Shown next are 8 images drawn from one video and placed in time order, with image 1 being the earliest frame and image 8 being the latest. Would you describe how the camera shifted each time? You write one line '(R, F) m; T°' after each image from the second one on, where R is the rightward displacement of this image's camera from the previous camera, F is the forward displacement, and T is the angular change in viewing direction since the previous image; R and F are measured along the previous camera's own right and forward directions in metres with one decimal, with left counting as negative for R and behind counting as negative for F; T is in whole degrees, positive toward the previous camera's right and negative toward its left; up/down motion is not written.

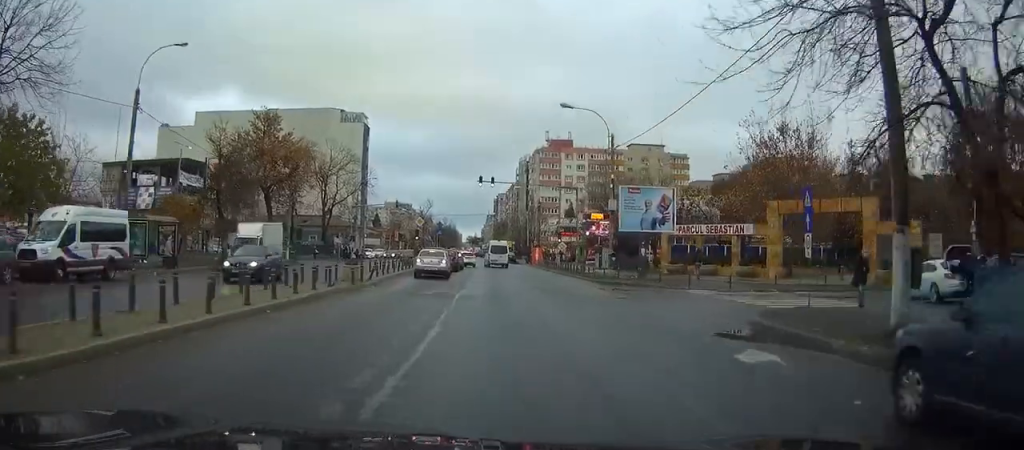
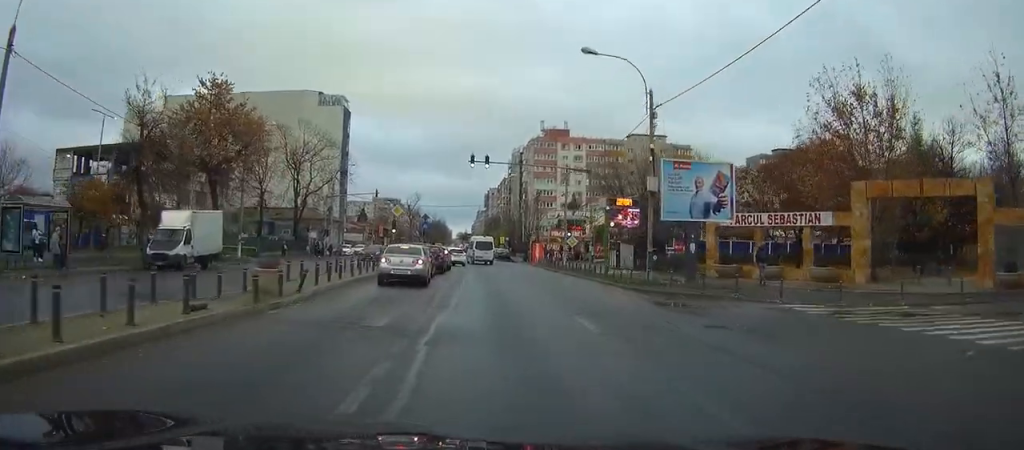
(-0.1, +11.3) m; 0°
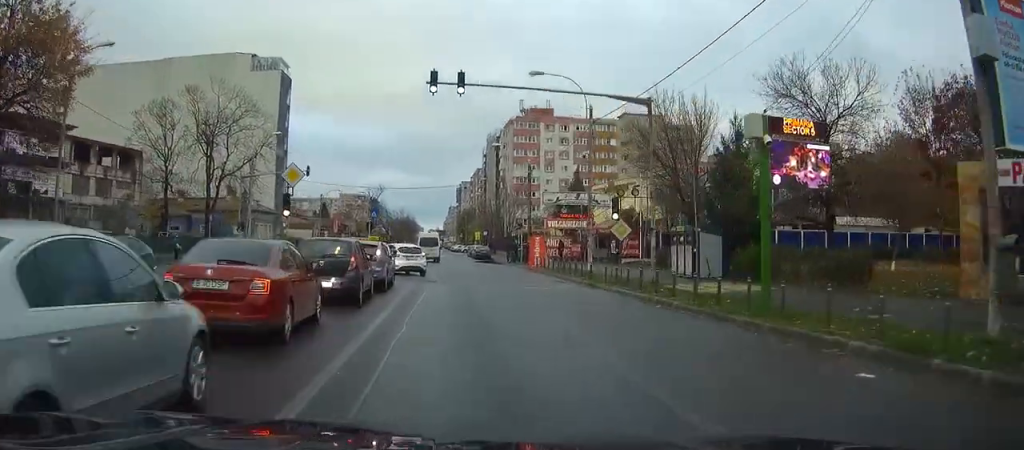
(+0.3, +23.5) m; +1°
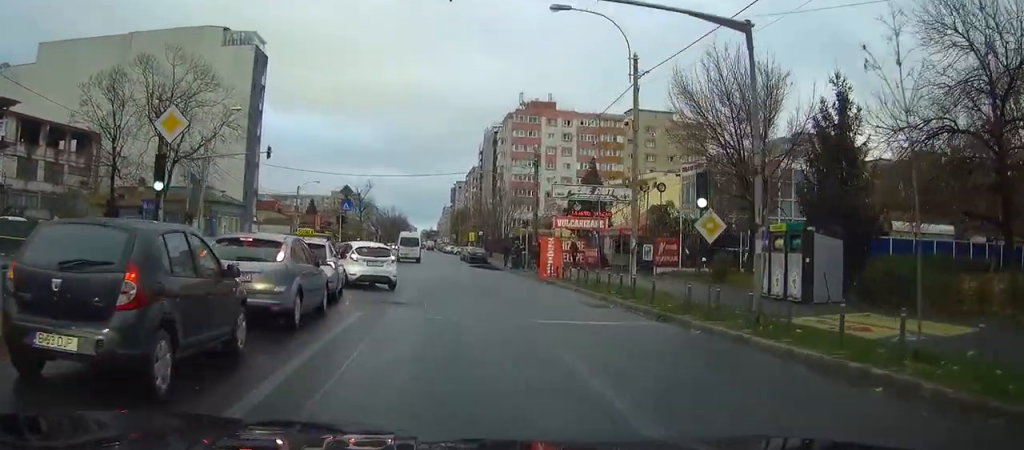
(+0.1, +11.5) m; 0°
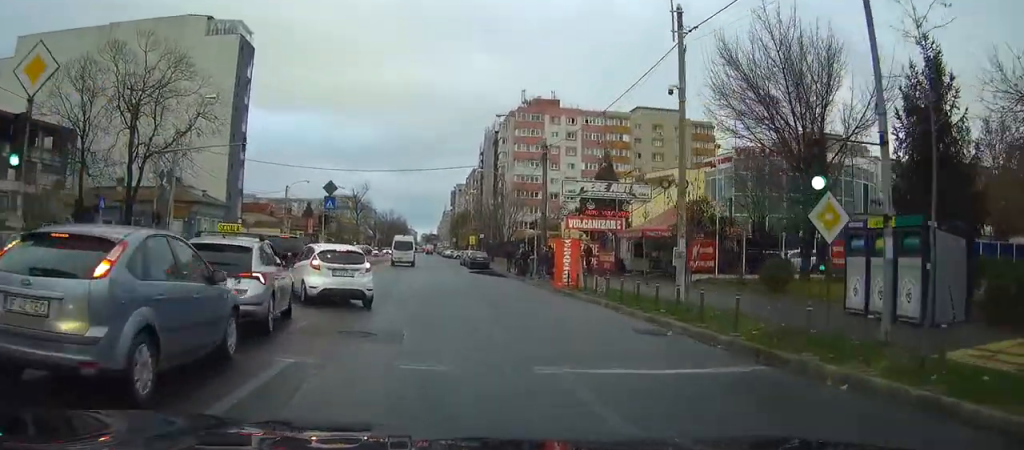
(0.0, +6.1) m; -1°
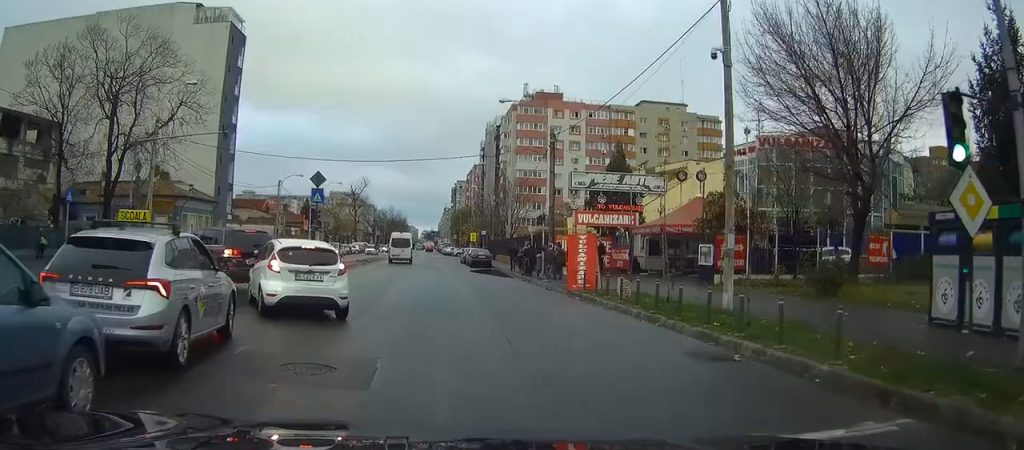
(0.0, +4.0) m; -1°
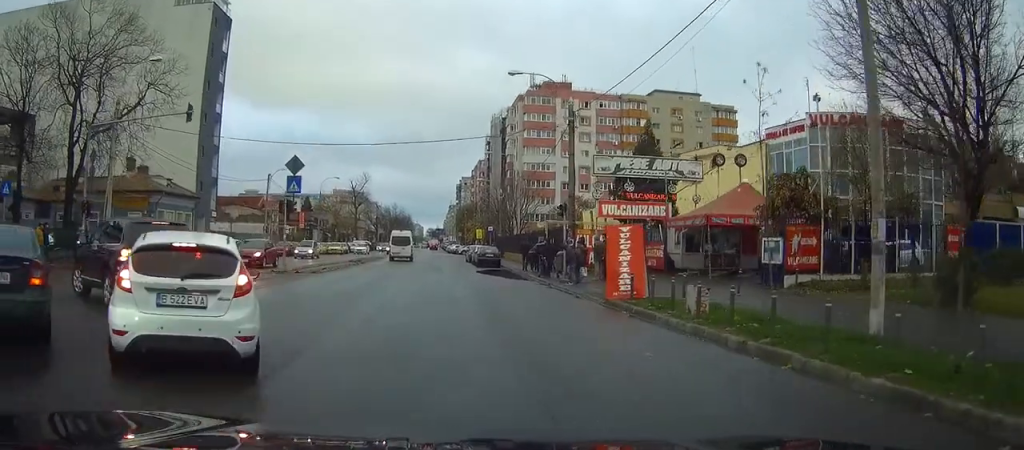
(-0.1, +6.5) m; -1°
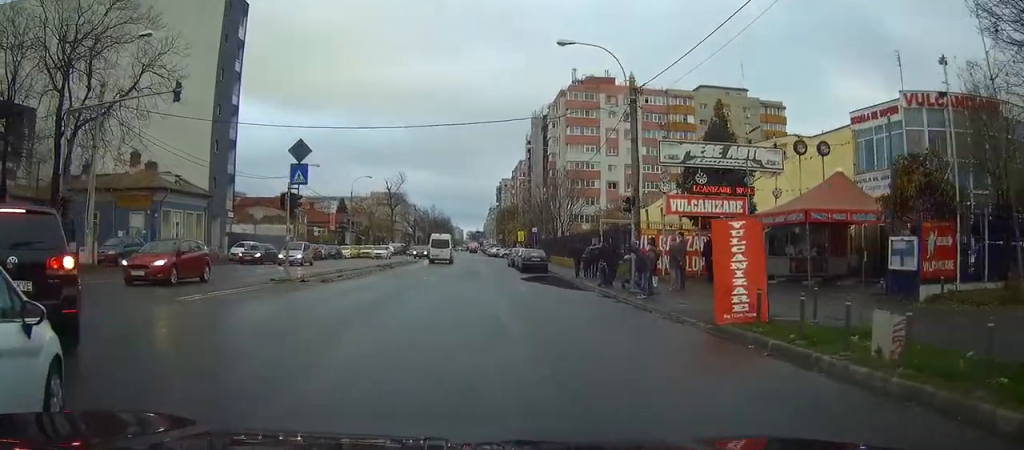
(0.0, +6.7) m; -2°
